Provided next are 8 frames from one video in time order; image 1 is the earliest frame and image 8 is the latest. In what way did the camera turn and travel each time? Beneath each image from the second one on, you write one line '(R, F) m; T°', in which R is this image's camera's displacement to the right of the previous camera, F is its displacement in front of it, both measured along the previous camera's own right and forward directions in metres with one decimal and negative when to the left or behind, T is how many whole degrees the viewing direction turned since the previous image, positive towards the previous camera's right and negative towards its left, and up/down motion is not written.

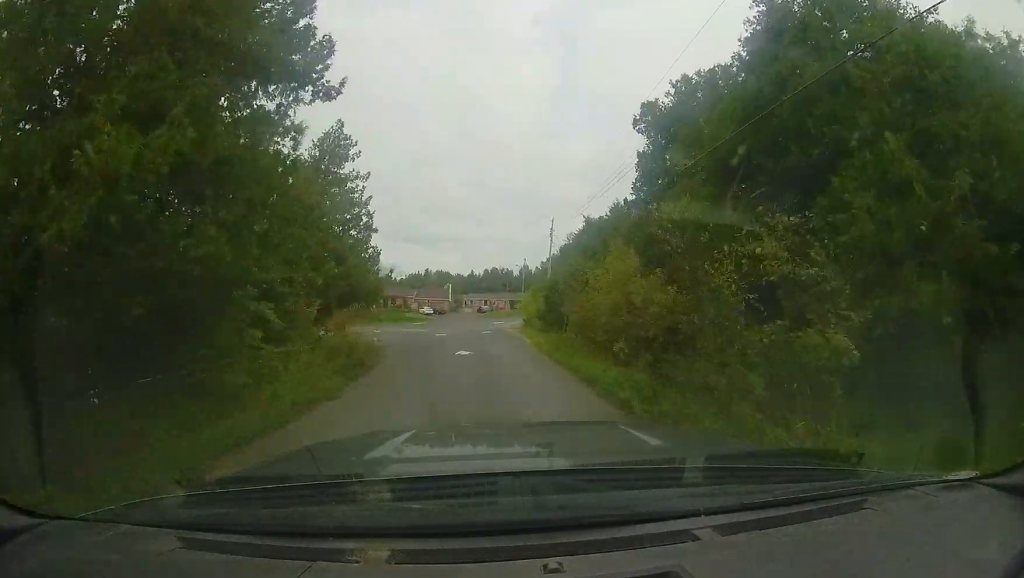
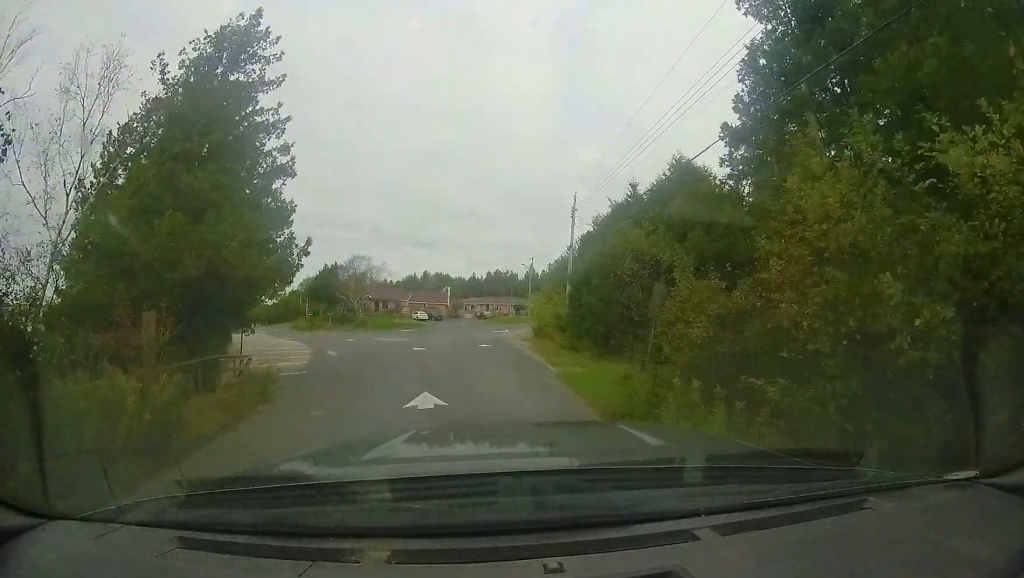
(-0.1, +8.1) m; -5°
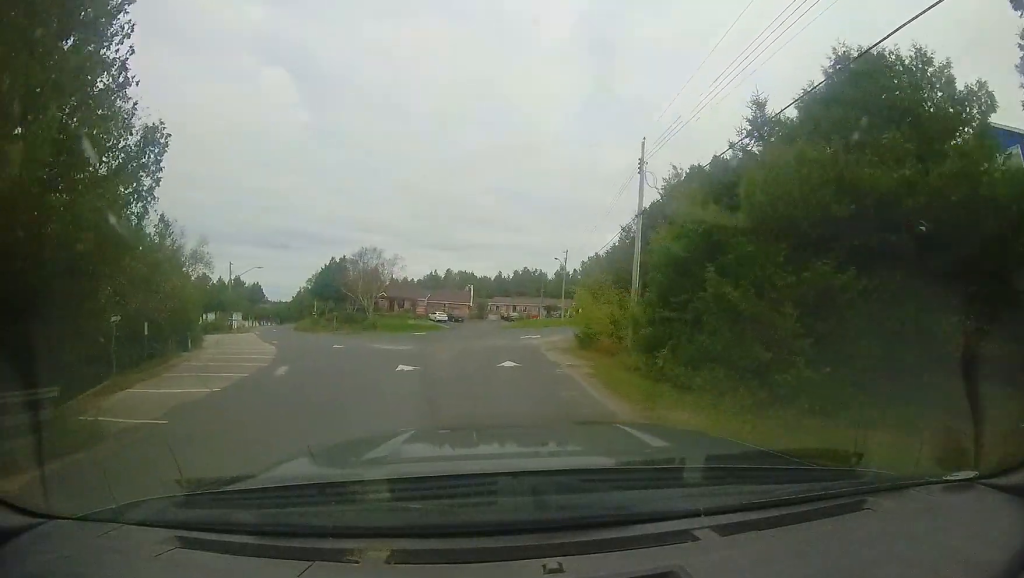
(-0.8, +7.7) m; -11°
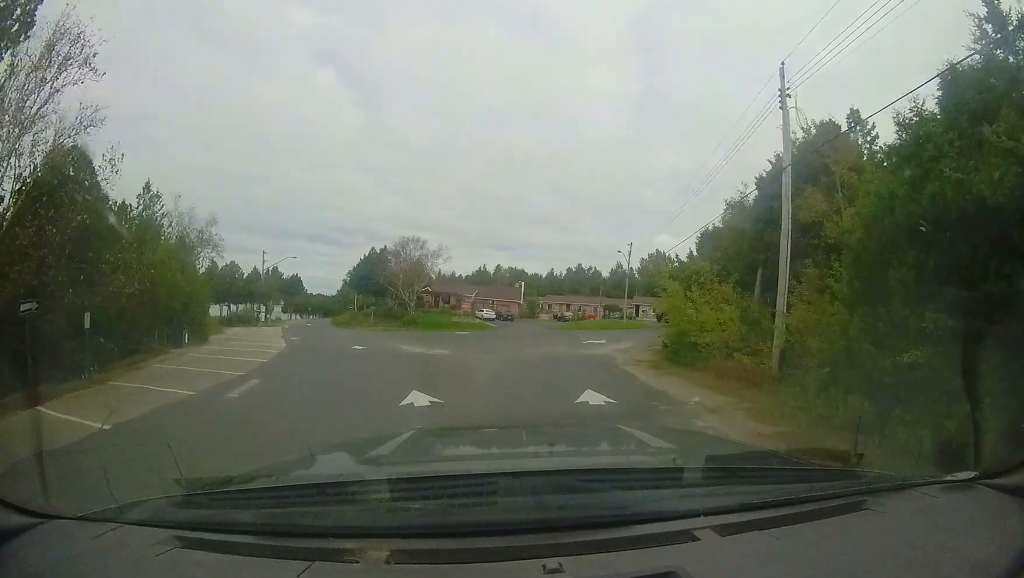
(-0.4, +5.6) m; -7°
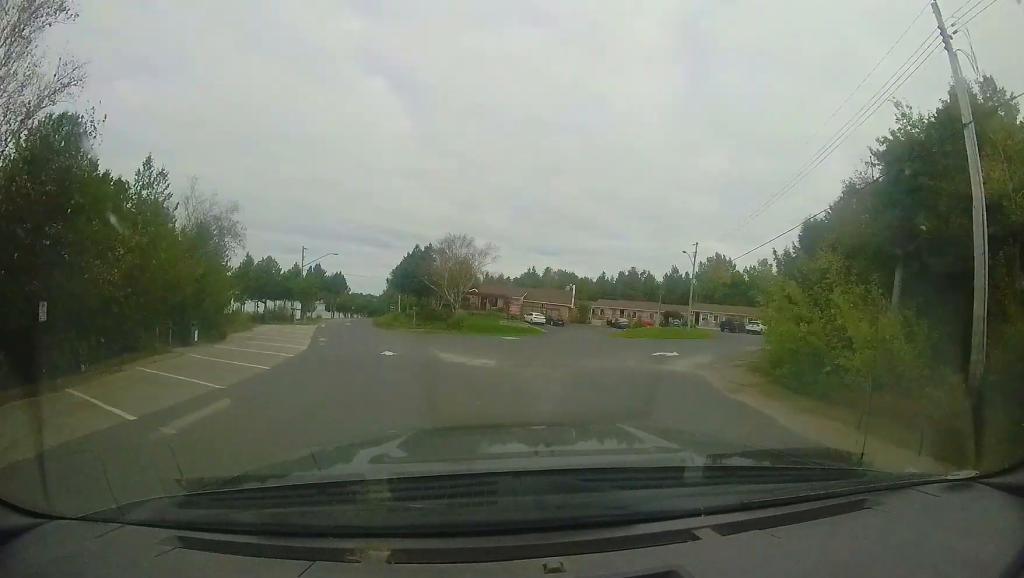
(-0.2, +3.8) m; -3°
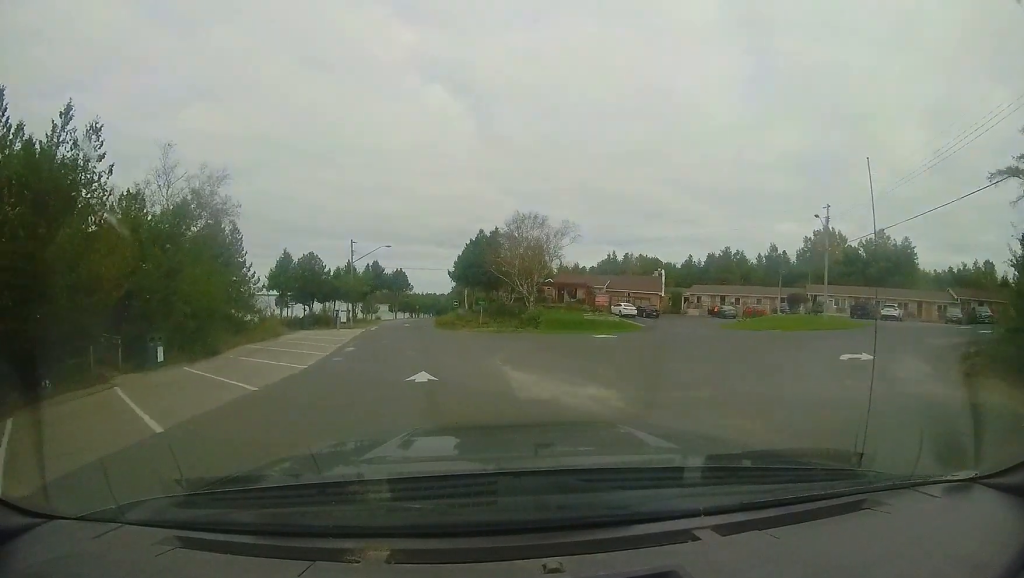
(-0.3, +7.7) m; -10°
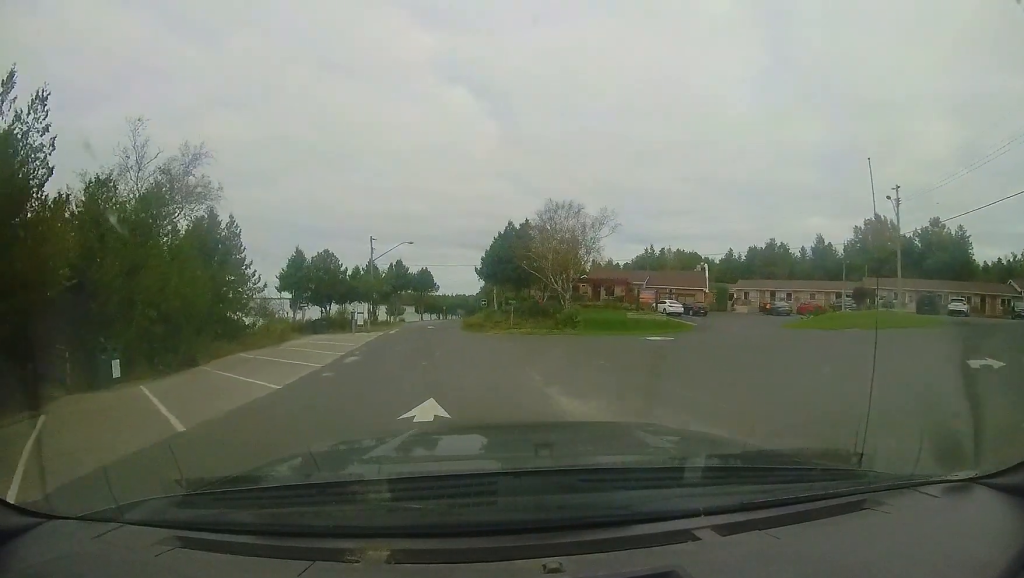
(-0.1, +3.5) m; -7°
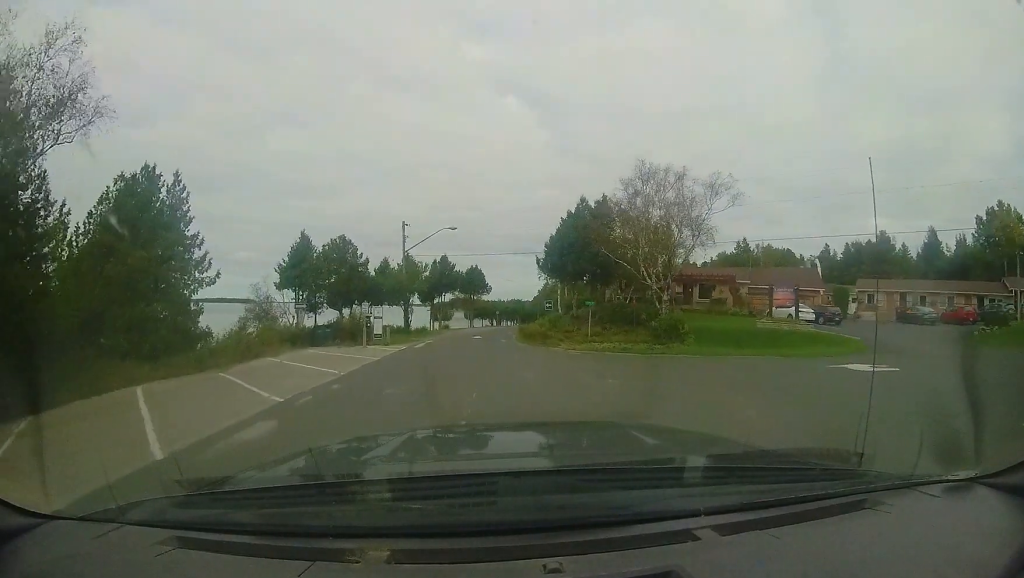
(-1.1, +9.3) m; -6°
